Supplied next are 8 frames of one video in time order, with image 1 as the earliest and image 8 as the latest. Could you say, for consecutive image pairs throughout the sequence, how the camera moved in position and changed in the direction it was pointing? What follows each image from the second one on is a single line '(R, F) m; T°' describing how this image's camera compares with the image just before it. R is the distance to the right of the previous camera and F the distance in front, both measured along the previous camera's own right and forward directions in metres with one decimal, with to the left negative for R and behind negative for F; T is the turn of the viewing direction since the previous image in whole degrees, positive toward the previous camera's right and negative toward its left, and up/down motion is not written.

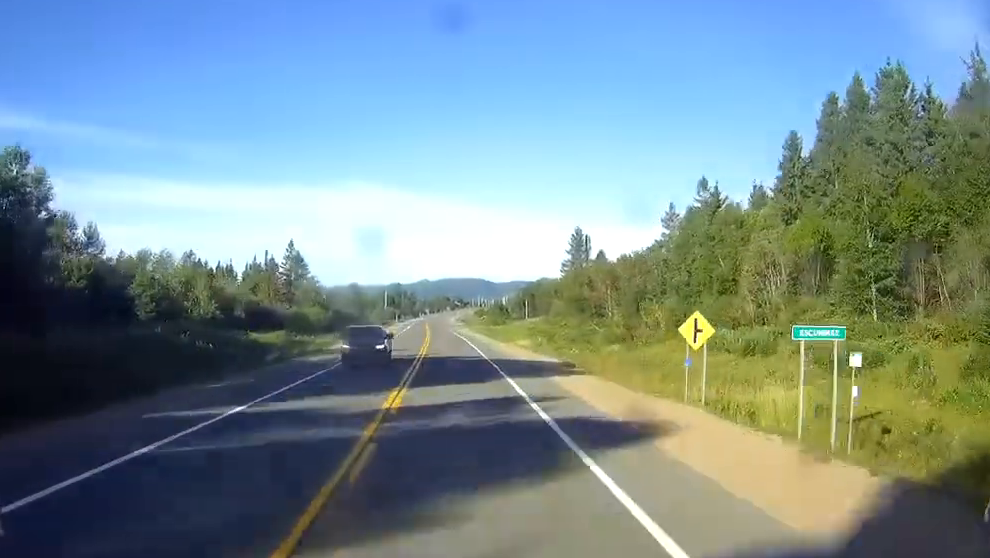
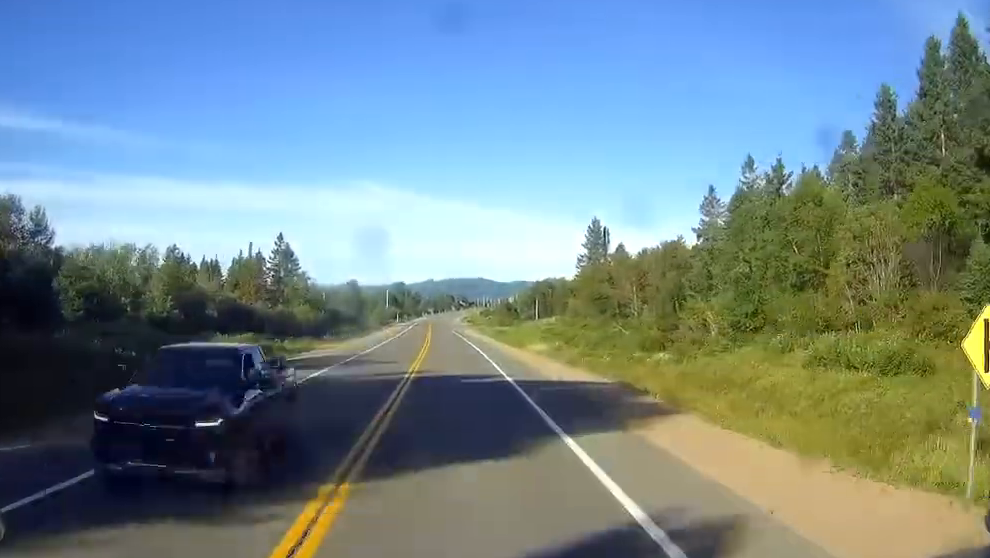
(+0.1, +15.9) m; 0°
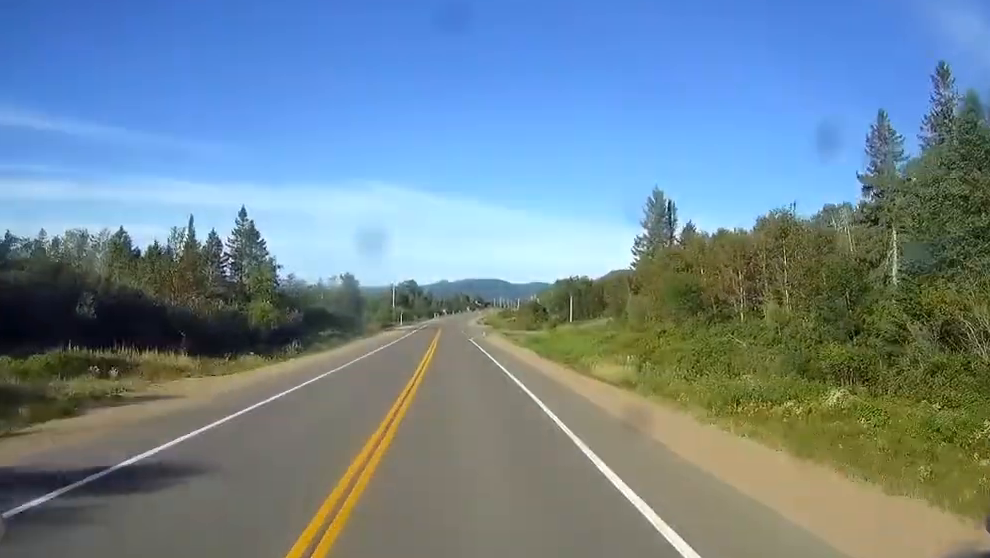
(-0.5, +39.4) m; -1°
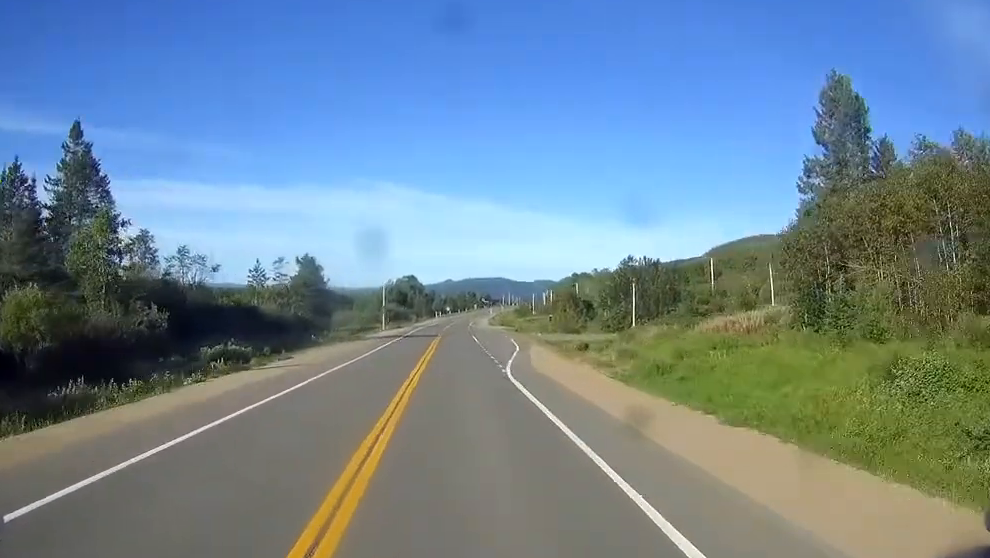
(-0.9, +59.4) m; -1°
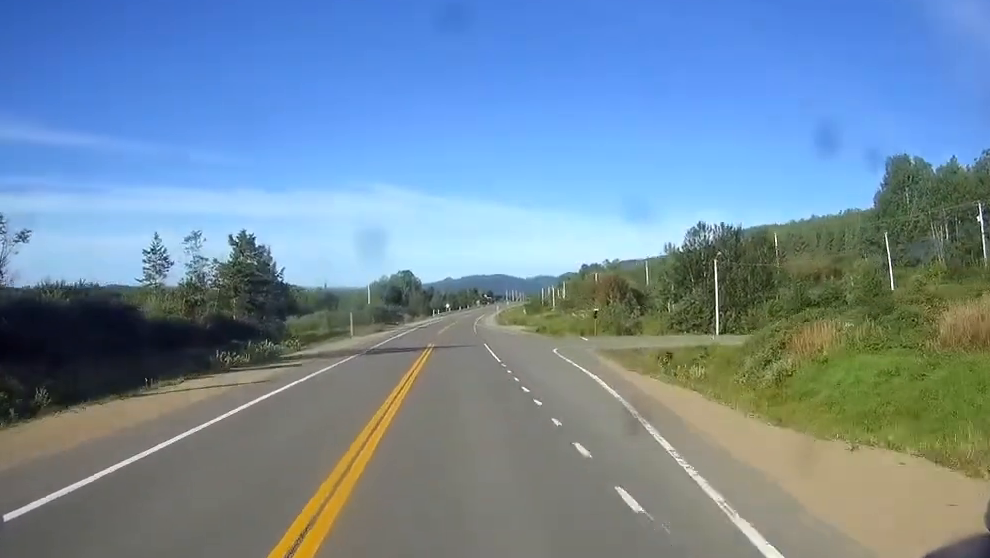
(-0.1, +39.7) m; 0°
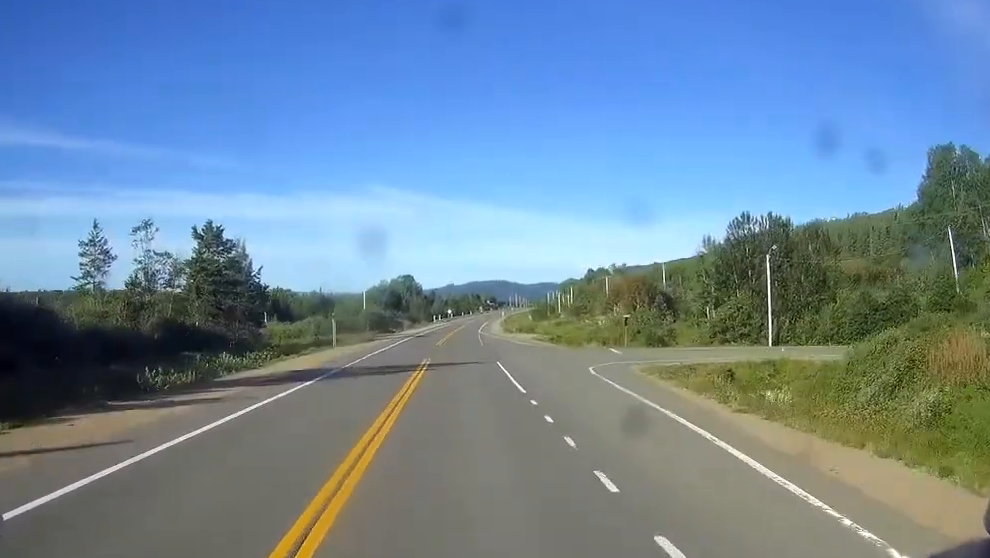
(0.0, +14.2) m; 0°
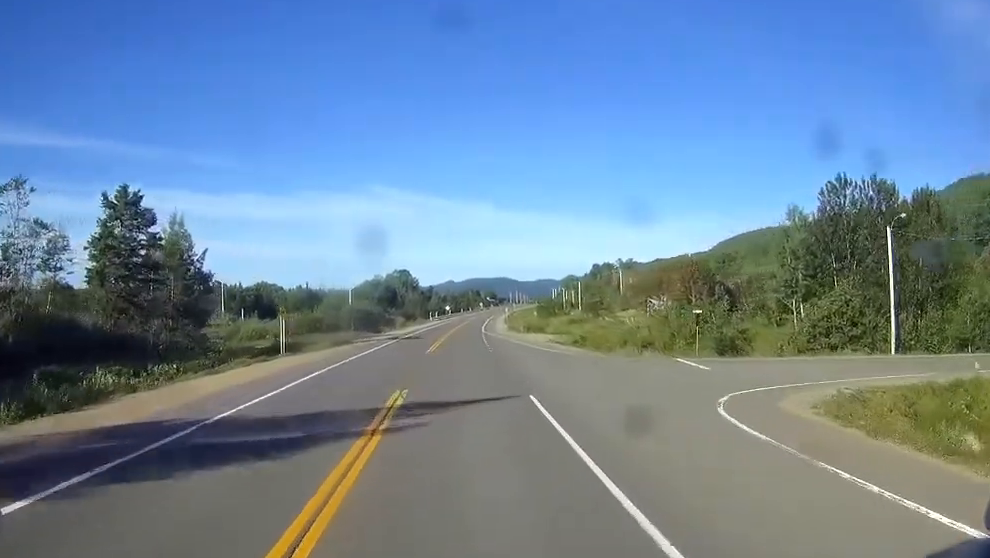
(0.0, +21.7) m; 0°
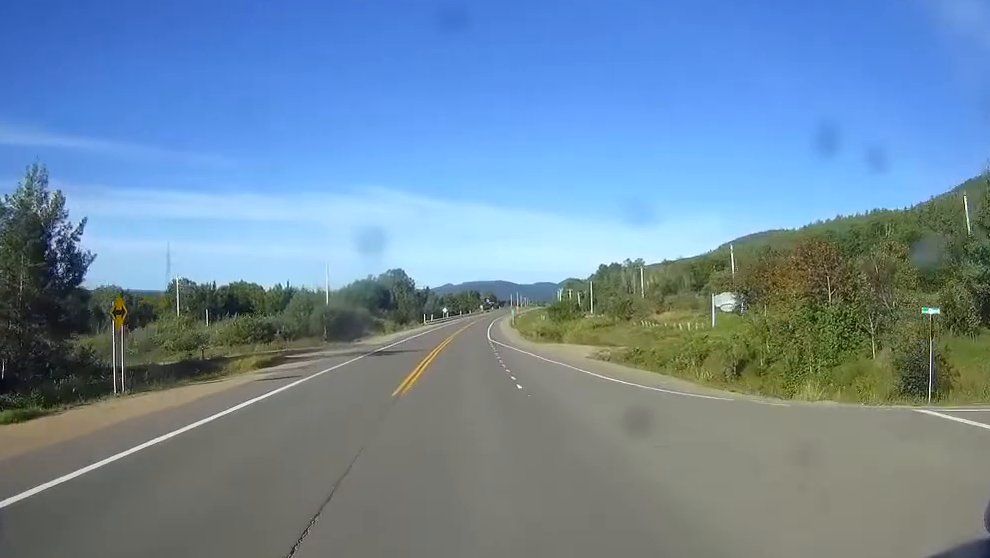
(0.0, +26.3) m; 0°
